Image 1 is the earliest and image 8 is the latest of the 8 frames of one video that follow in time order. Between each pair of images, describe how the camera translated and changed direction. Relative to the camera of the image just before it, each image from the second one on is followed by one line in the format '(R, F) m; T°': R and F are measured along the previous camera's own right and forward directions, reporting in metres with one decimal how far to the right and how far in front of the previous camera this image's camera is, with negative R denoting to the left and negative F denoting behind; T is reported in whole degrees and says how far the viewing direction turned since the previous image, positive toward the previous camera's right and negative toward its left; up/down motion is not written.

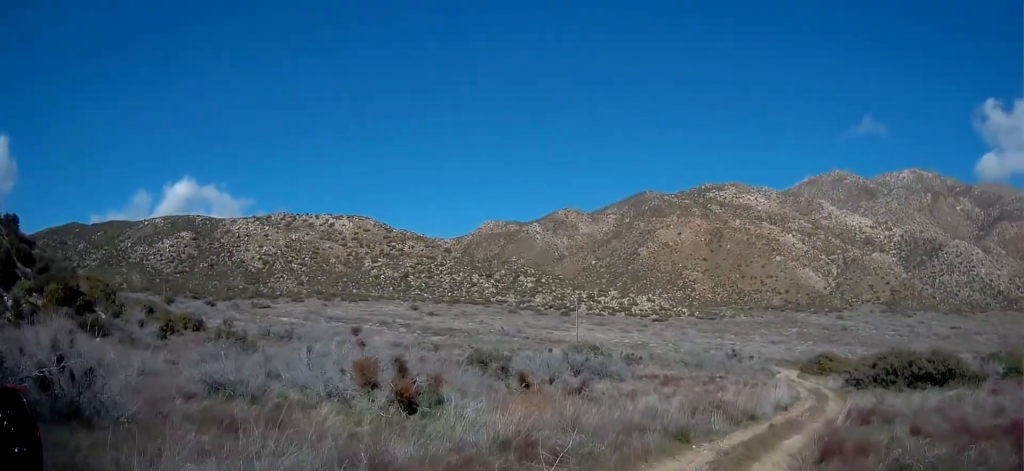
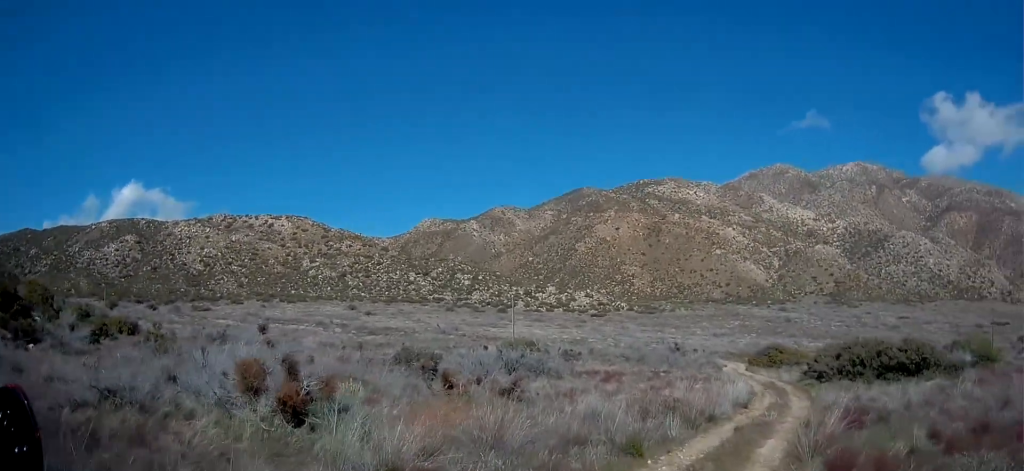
(+0.2, +2.7) m; +7°
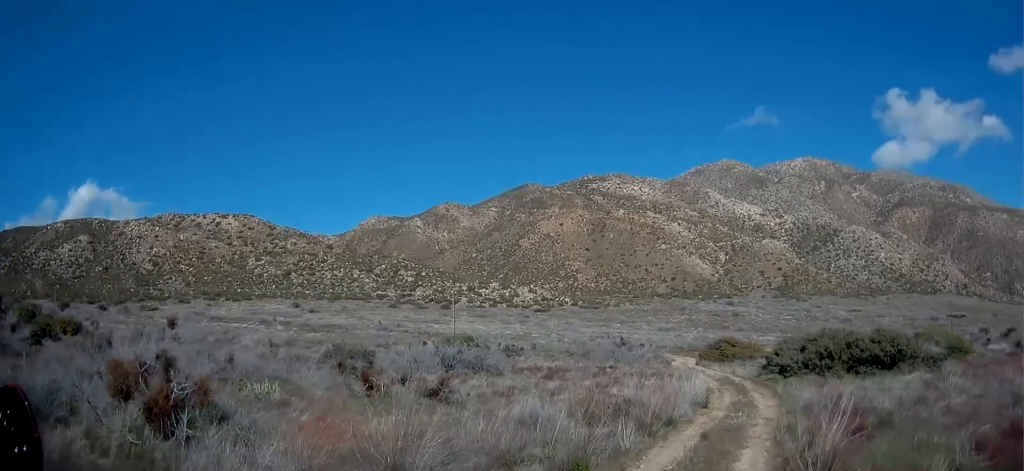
(-0.1, +2.4) m; +4°
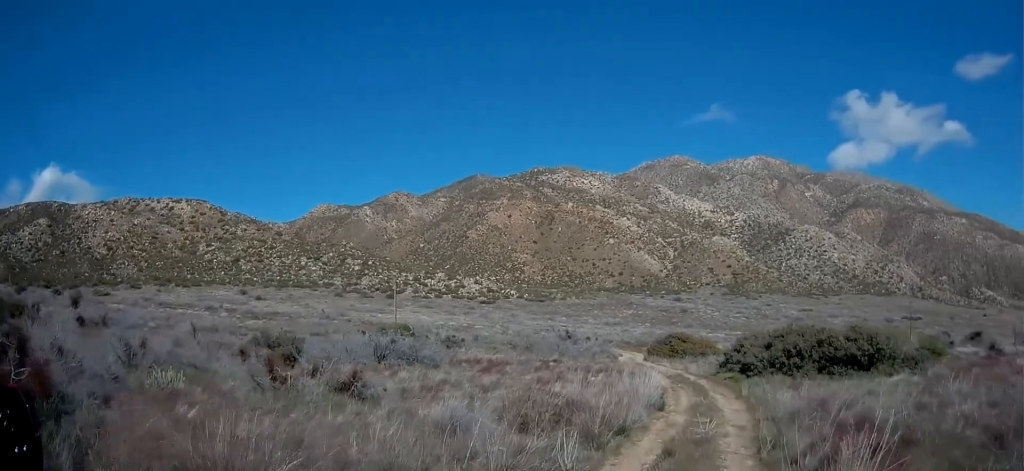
(+0.3, +2.6) m; +5°
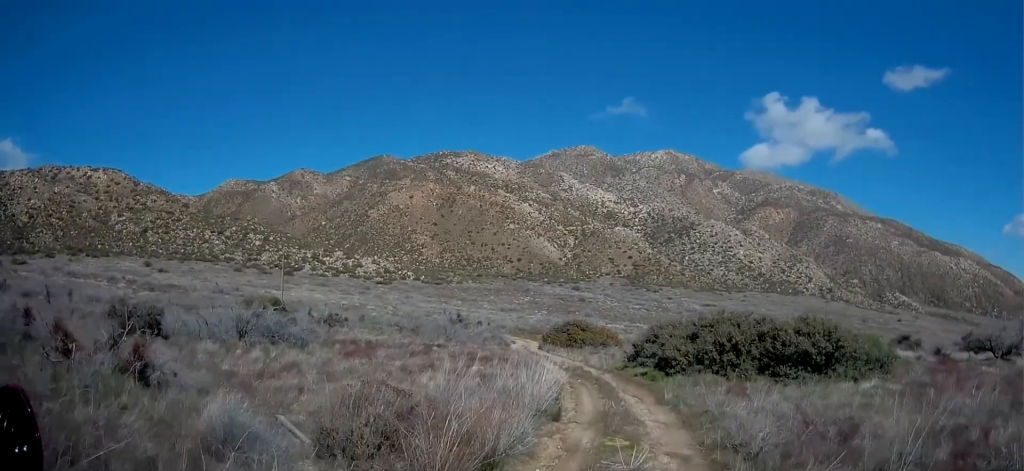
(+0.2, +4.8) m; +9°
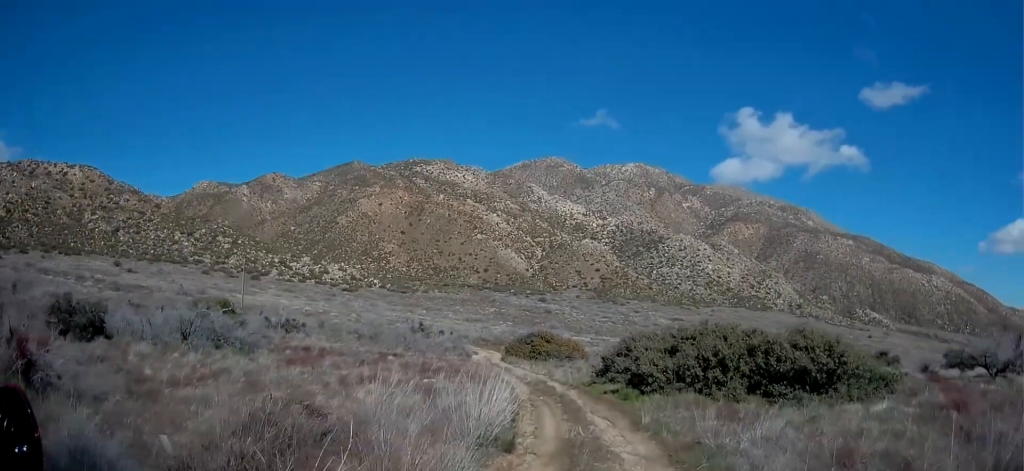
(+0.2, +2.5) m; +2°
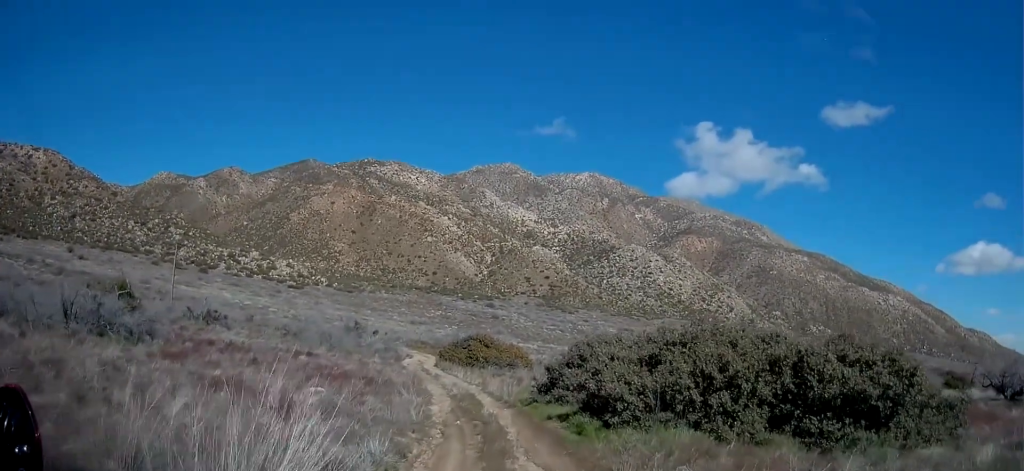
(-0.1, +5.8) m; -1°
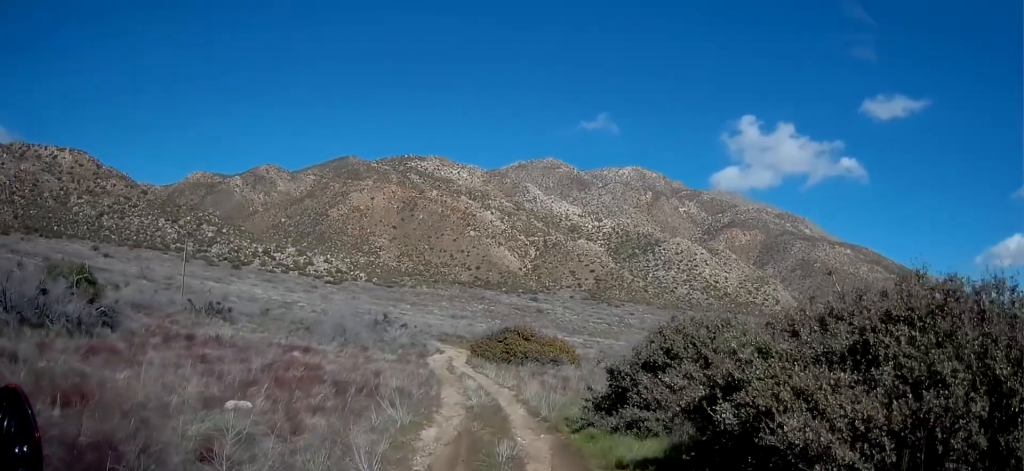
(+0.1, +6.7) m; -2°
